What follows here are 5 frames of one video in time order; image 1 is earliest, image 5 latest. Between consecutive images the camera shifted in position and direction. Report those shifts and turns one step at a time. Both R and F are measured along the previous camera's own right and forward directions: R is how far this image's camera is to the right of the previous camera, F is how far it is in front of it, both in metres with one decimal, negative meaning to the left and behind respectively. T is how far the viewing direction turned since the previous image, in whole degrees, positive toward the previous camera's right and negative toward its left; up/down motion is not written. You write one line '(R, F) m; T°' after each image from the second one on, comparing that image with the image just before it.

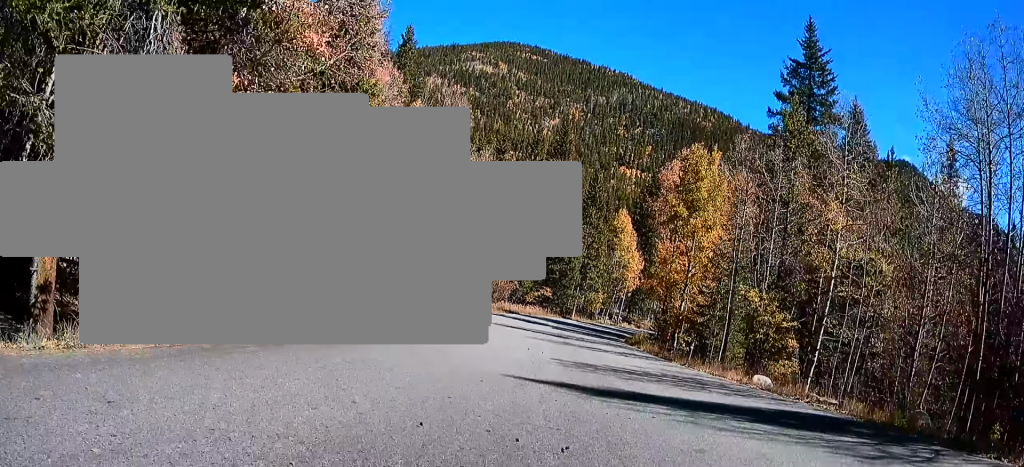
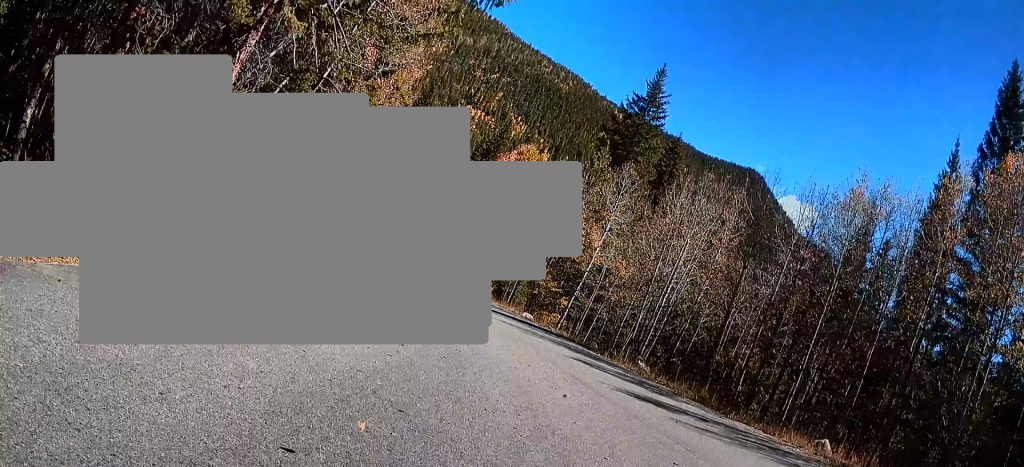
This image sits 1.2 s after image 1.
(0.0, +6.2) m; +2°
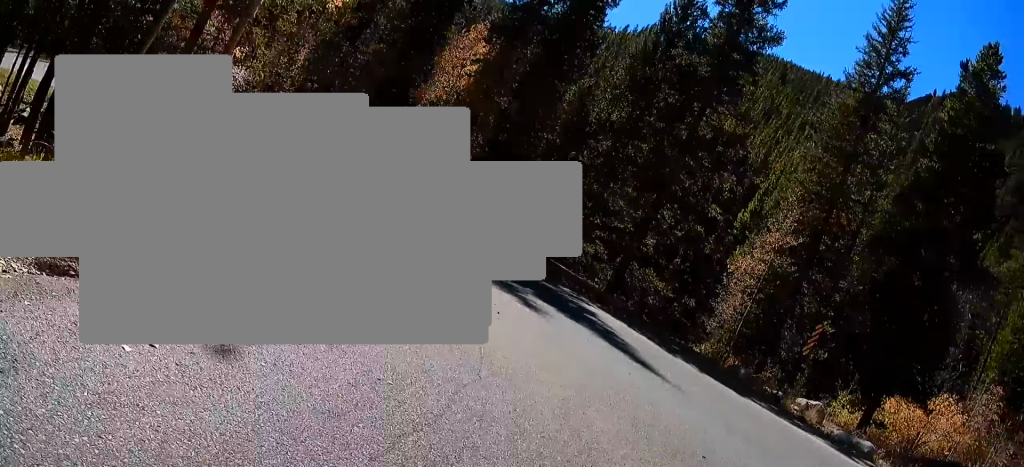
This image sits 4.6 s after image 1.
(+8.0, +14.1) m; +75°
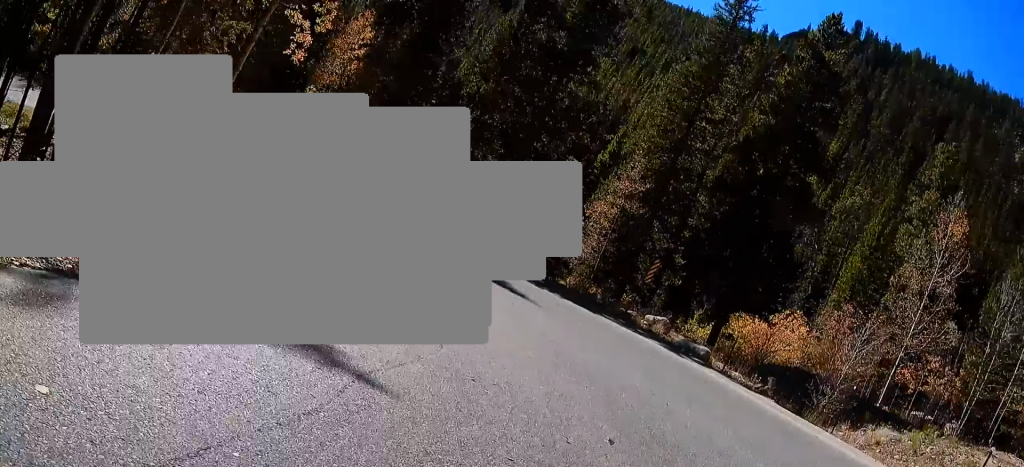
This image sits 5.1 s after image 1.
(-0.1, +2.4) m; +19°
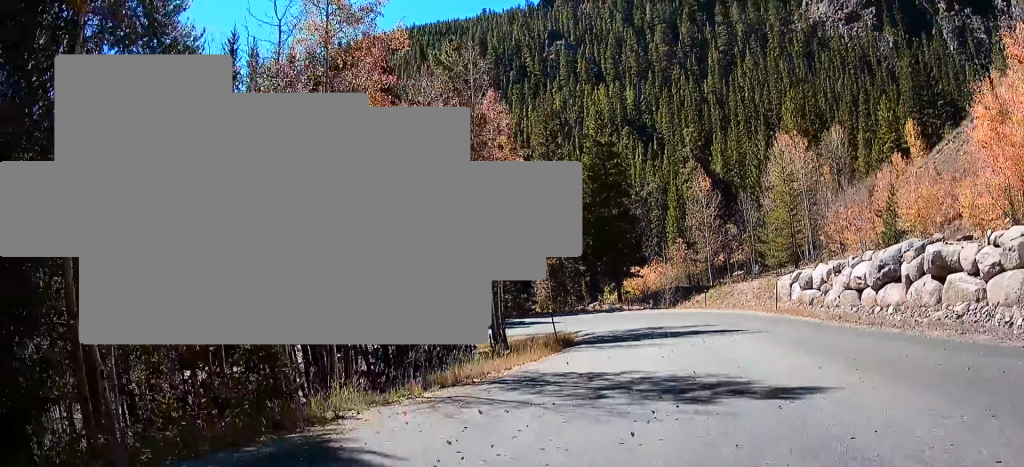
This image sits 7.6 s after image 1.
(+11.0, +12.4) m; +54°
